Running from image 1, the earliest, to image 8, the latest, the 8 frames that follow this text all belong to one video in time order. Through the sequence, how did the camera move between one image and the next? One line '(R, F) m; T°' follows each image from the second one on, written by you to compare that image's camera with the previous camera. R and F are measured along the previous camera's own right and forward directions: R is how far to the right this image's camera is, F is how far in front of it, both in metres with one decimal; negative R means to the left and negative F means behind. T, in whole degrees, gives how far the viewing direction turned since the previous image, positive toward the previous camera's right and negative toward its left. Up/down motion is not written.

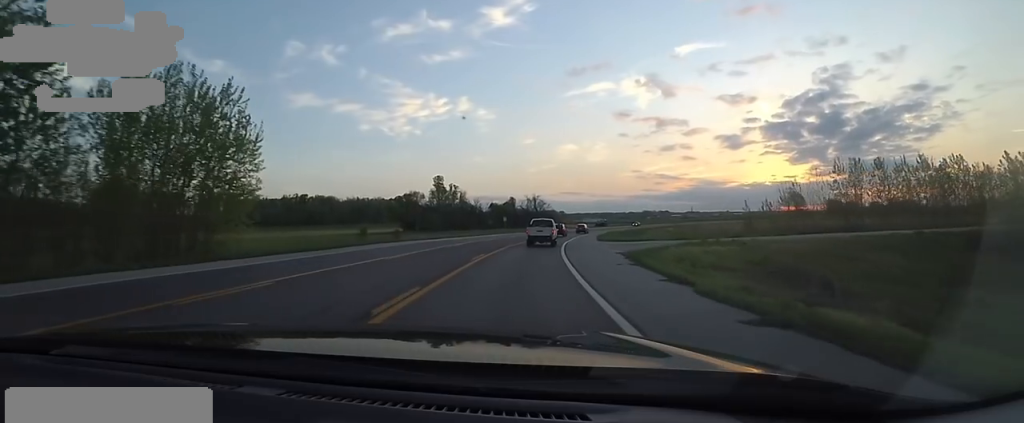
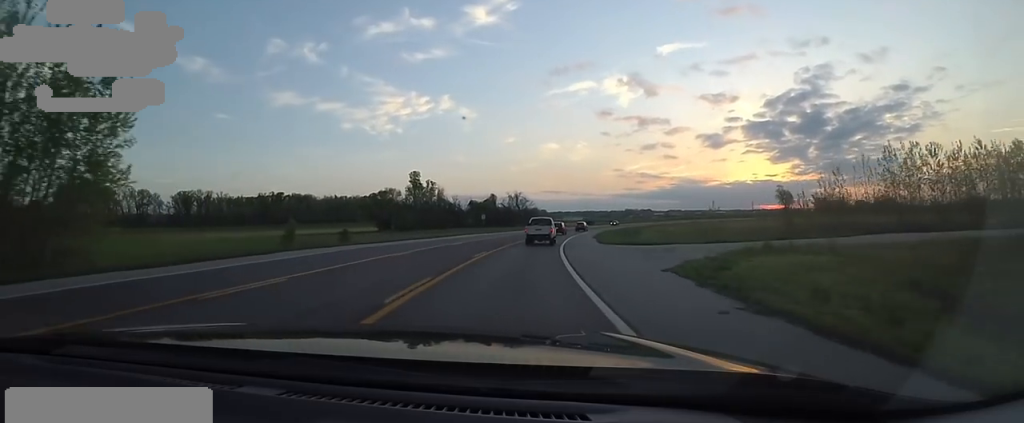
(+1.0, +10.8) m; +2°
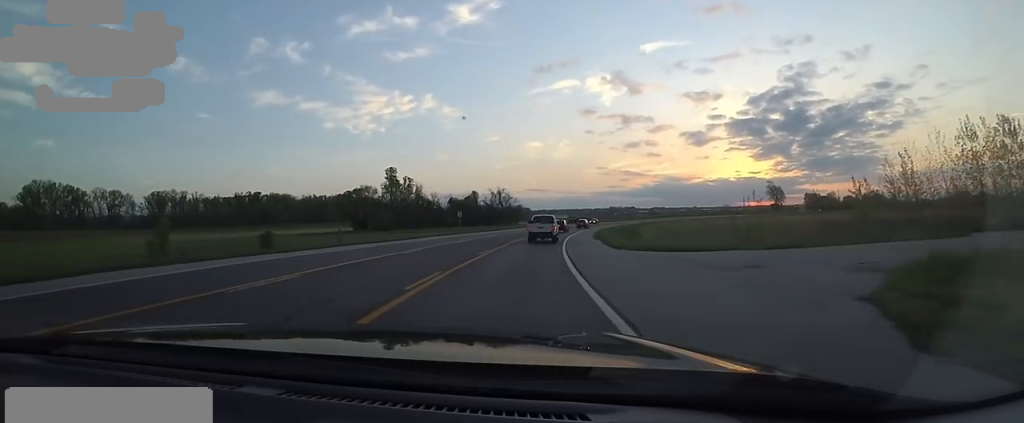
(+0.4, +10.9) m; +1°
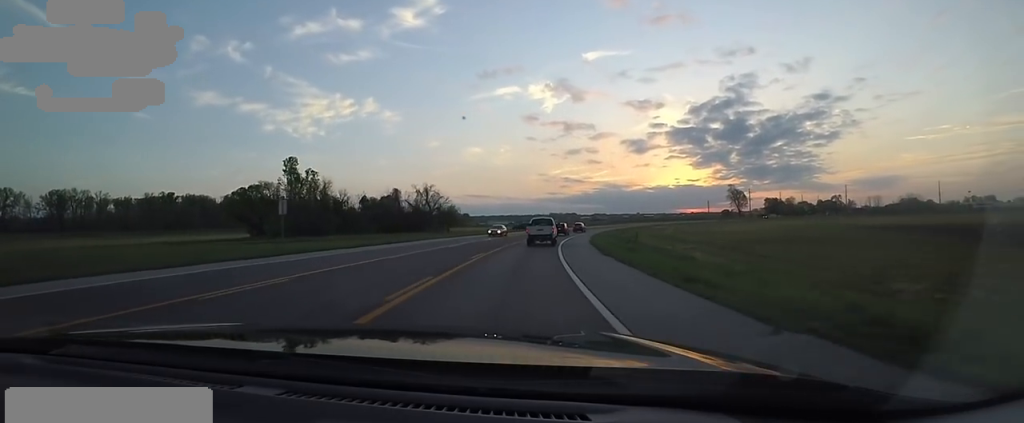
(+1.3, +36.3) m; +7°
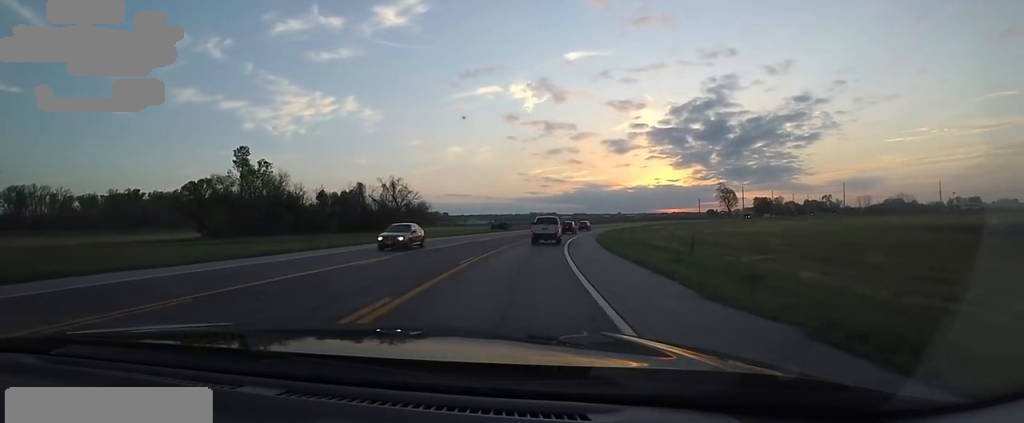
(+0.4, +16.6) m; +2°
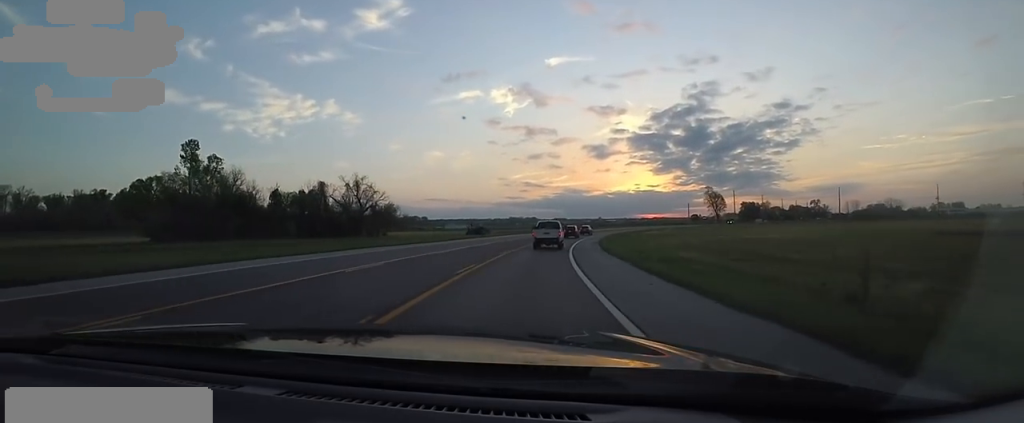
(+0.1, +13.9) m; +2°
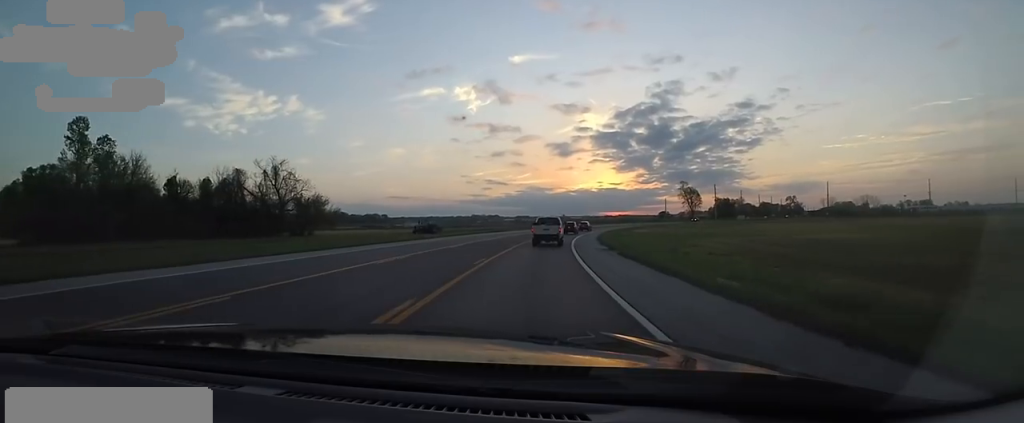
(+0.7, +23.0) m; +6°
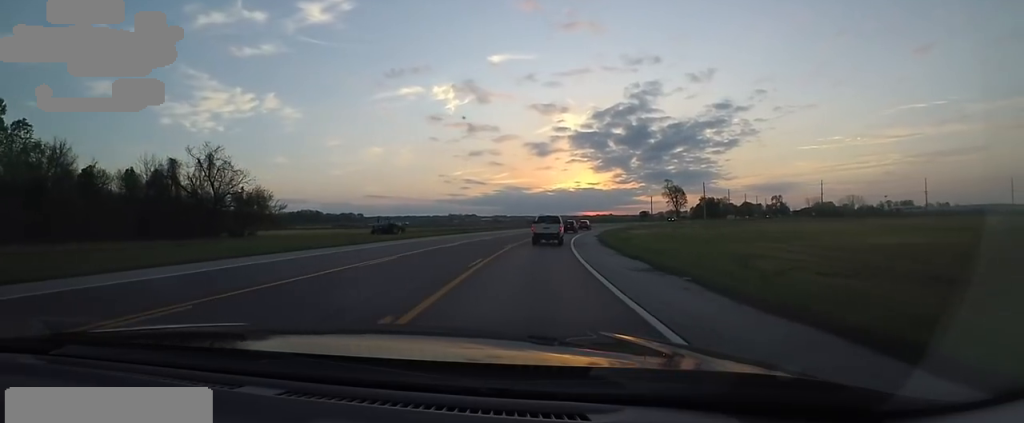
(-0.1, +14.0) m; +6°
